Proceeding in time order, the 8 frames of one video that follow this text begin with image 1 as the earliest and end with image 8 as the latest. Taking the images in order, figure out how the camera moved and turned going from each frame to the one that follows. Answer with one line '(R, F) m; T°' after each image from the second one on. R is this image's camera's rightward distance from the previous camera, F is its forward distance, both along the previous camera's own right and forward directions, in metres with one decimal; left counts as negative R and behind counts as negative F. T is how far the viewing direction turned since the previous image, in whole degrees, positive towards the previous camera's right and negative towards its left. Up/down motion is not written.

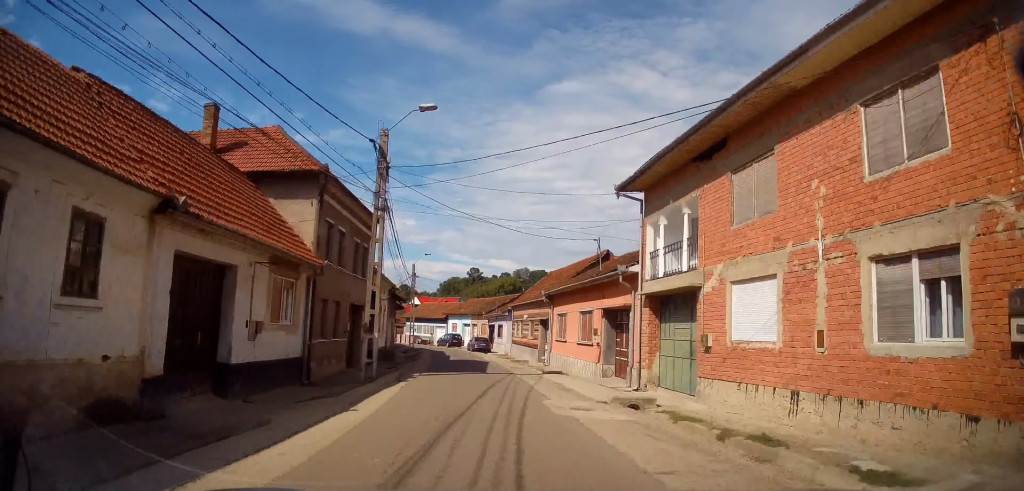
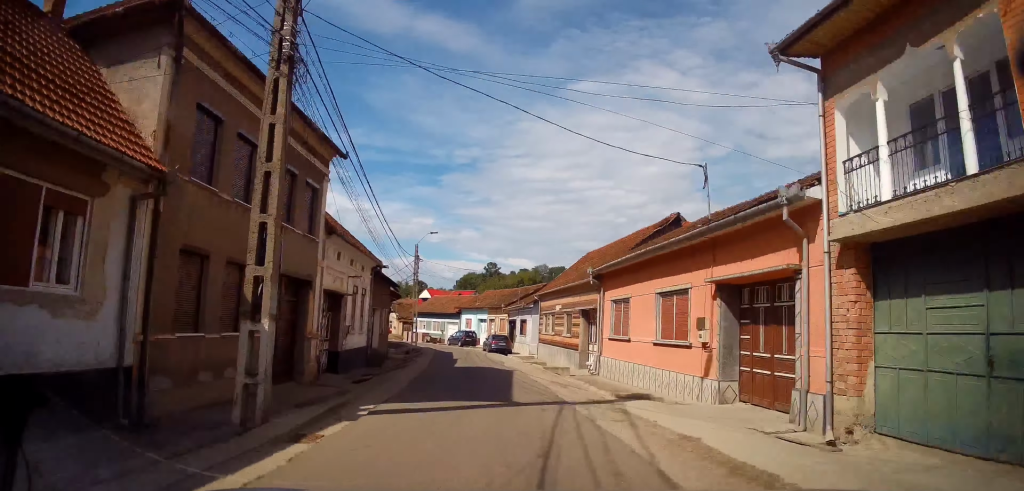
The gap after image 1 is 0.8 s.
(-0.2, +9.6) m; 0°
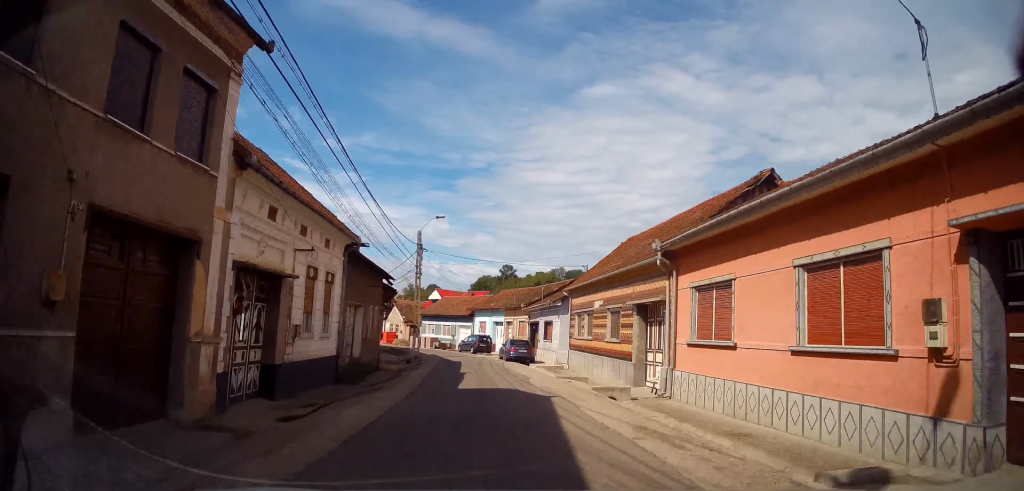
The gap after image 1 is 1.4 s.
(+0.2, +7.1) m; 0°
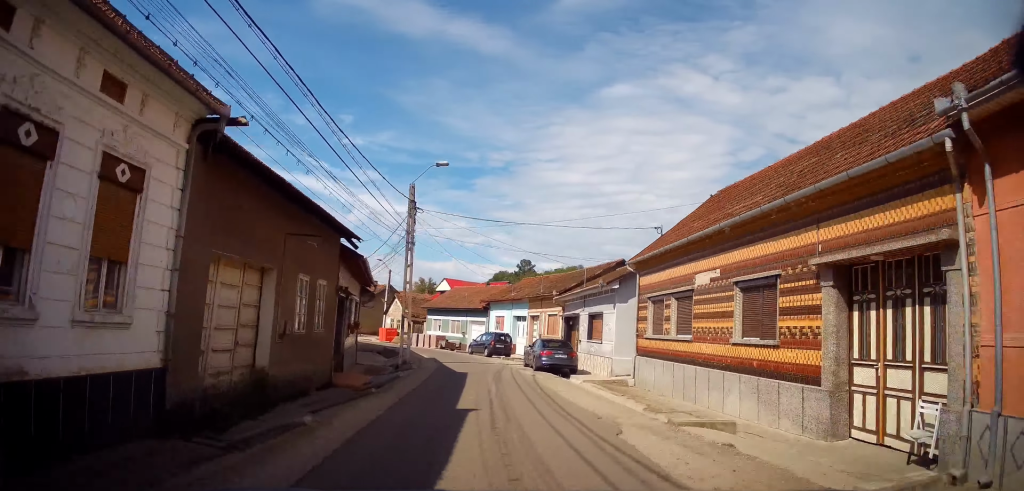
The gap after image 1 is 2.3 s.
(-0.1, +10.5) m; -2°
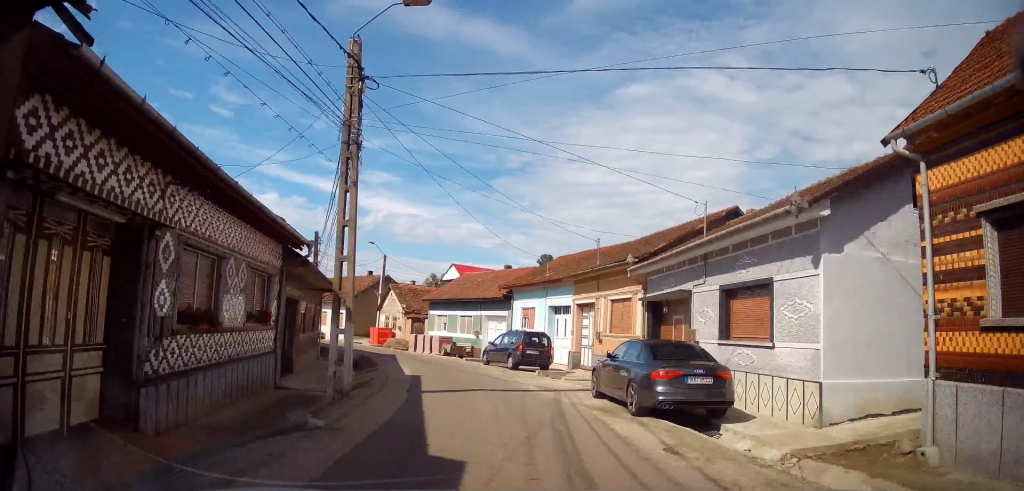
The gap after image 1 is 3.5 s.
(-0.5, +13.2) m; -4°
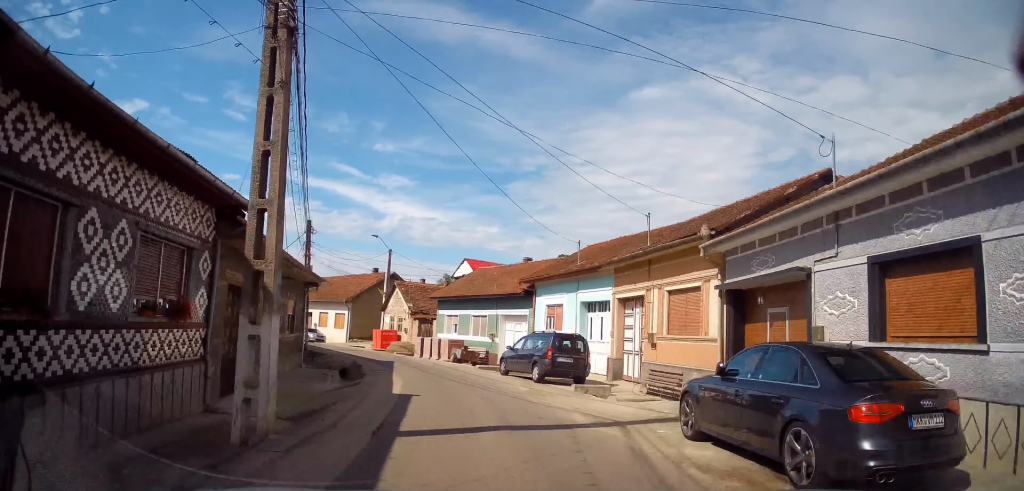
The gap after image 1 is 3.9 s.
(-0.1, +5.1) m; -1°
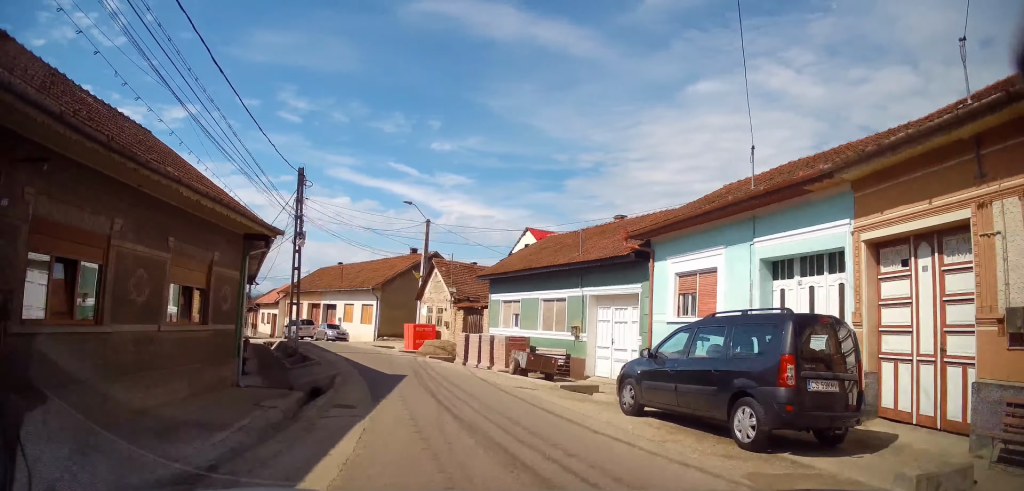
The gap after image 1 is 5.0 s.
(-0.2, +11.2) m; -5°
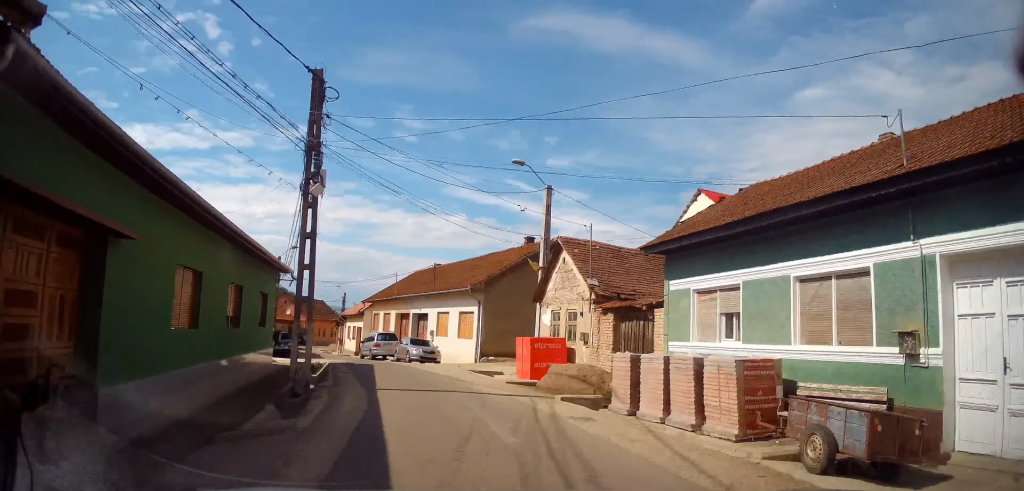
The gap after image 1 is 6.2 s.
(-1.0, +11.5) m; -12°
